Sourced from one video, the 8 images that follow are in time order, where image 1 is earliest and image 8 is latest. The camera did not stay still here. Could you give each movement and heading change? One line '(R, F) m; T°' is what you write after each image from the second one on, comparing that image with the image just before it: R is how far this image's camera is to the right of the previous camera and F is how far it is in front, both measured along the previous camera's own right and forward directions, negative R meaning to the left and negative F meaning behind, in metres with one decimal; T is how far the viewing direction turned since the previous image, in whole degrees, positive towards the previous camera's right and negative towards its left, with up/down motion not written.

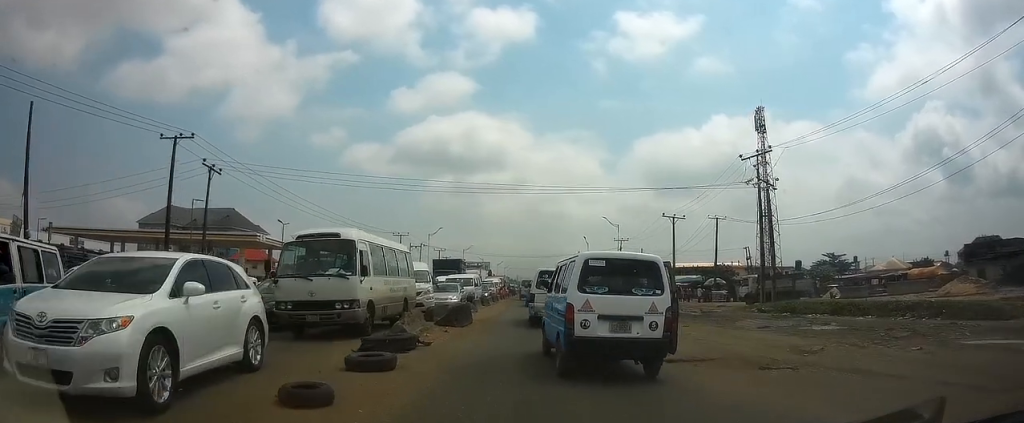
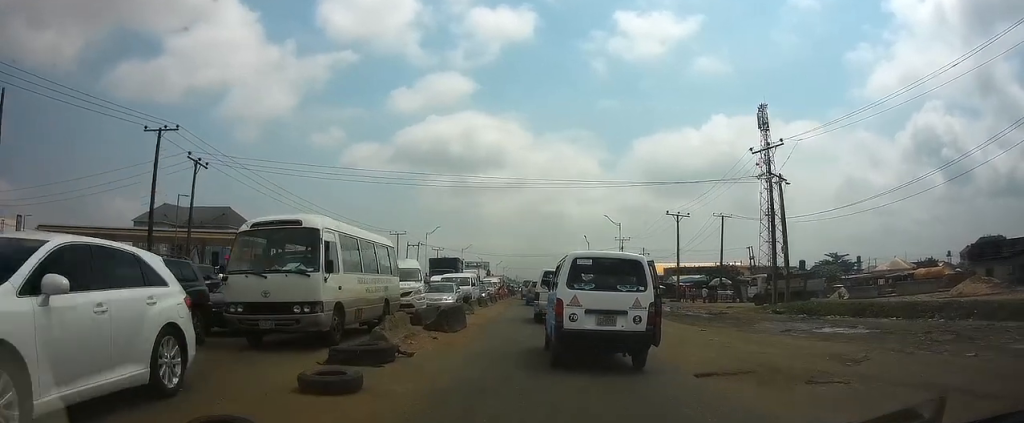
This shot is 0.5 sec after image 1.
(0.0, +1.9) m; 0°
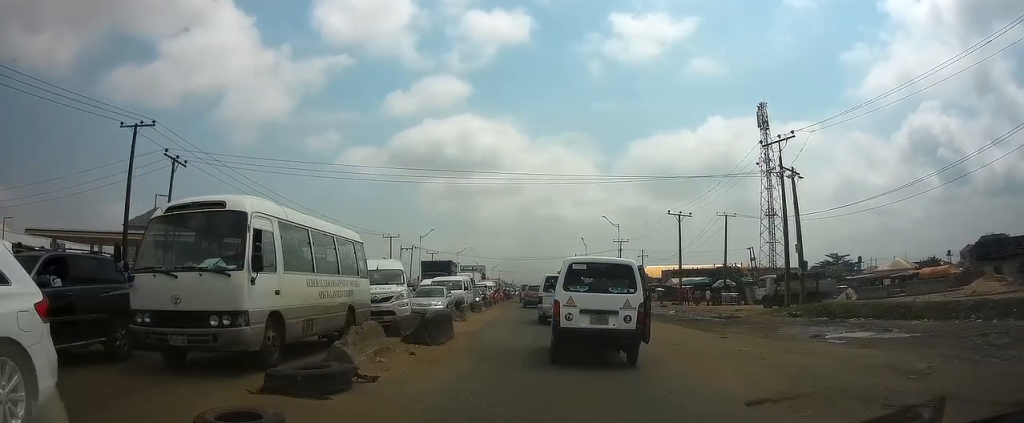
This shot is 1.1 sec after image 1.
(-0.1, +2.2) m; 0°
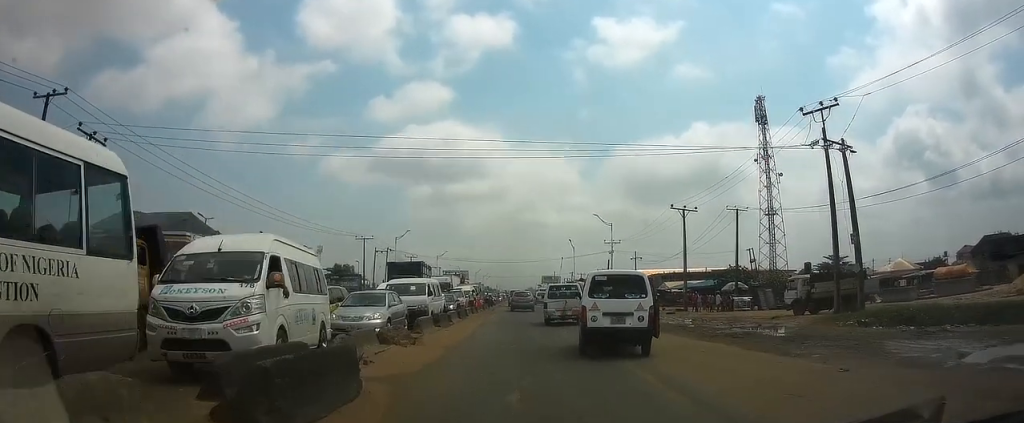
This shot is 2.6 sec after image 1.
(+0.1, +6.8) m; +3°
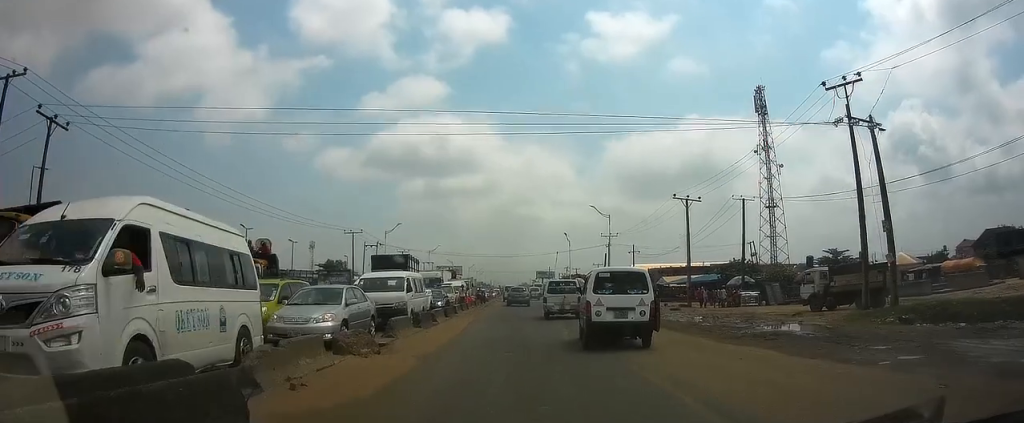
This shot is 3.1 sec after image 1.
(0.0, +3.0) m; +1°
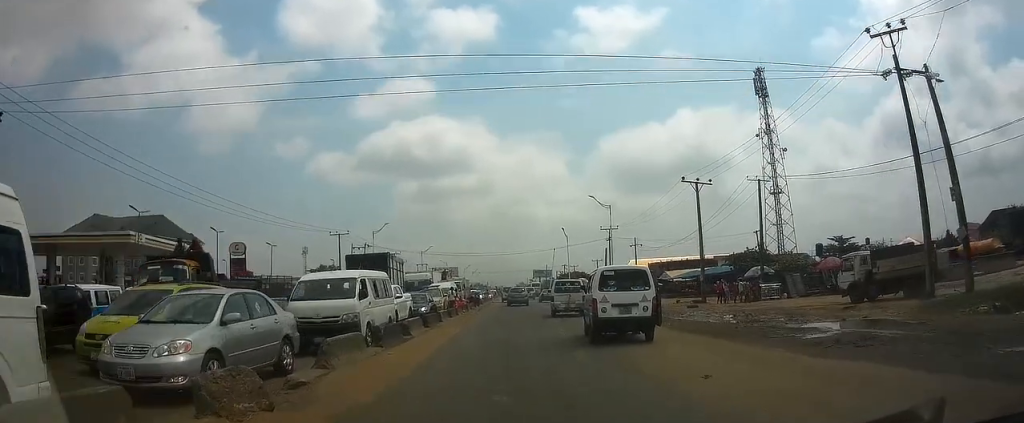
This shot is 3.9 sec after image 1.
(0.0, +4.5) m; 0°
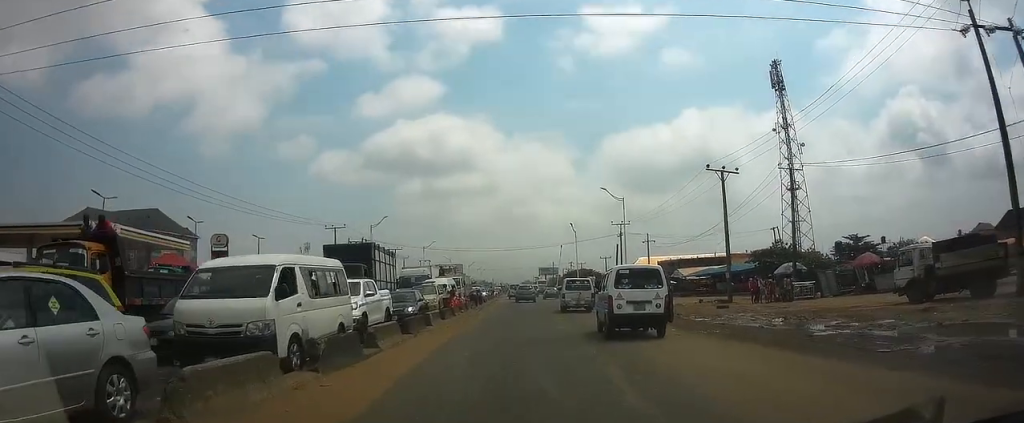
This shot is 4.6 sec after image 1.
(0.0, +4.2) m; -1°
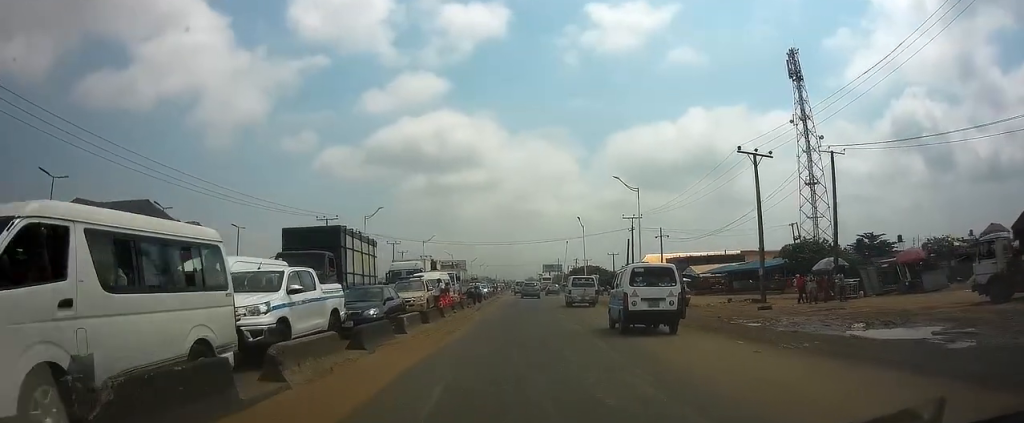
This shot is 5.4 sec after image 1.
(-0.1, +5.0) m; -1°
